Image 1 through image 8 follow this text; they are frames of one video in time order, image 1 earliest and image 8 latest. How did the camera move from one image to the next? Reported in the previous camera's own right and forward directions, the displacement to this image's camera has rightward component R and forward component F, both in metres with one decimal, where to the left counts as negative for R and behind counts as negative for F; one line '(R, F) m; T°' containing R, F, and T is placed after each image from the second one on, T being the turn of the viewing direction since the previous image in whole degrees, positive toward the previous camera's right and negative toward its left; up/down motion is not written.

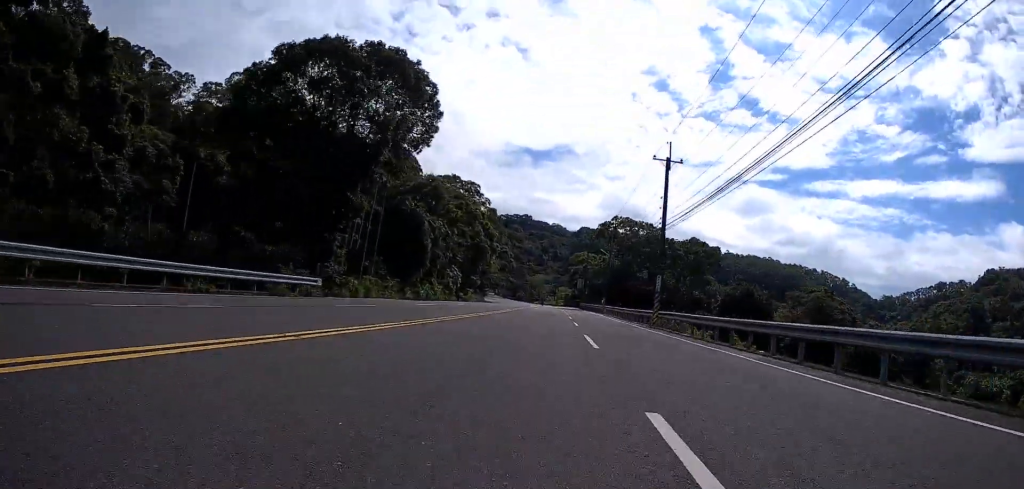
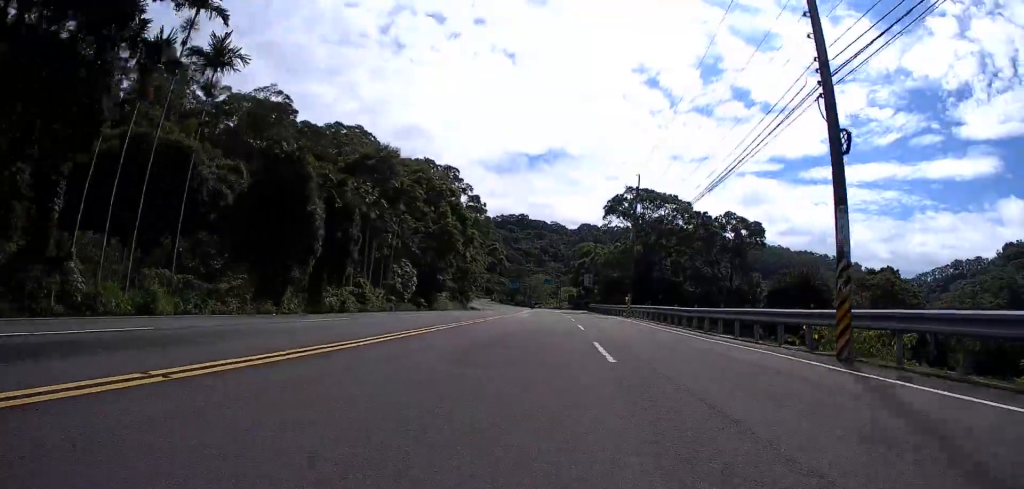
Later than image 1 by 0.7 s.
(-0.1, +21.2) m; -1°
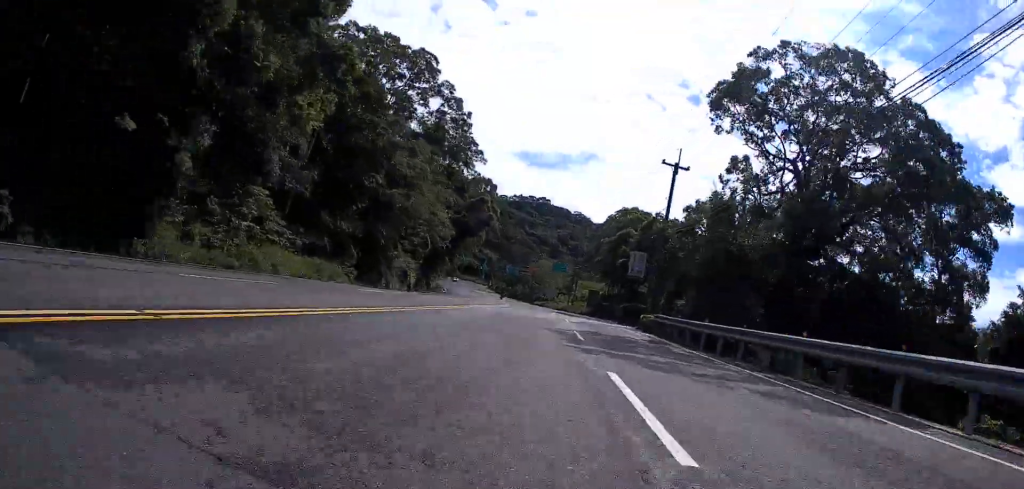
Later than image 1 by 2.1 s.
(-1.1, +38.8) m; -4°
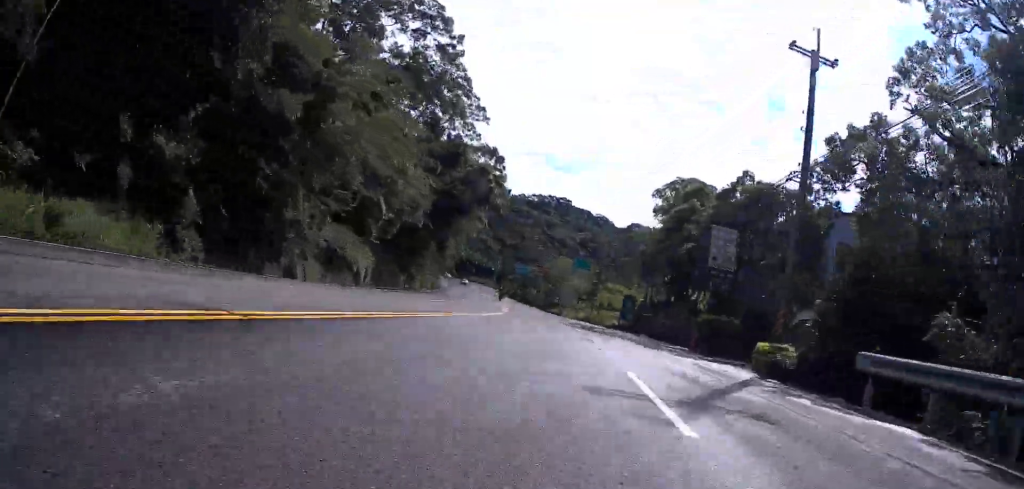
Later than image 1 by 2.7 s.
(-0.3, +16.6) m; -2°
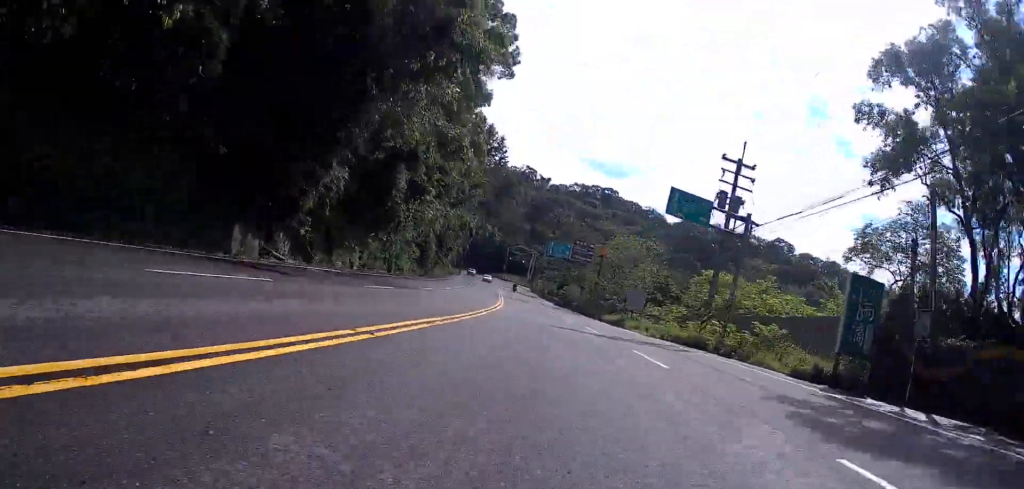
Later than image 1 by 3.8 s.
(-0.8, +33.1) m; -2°
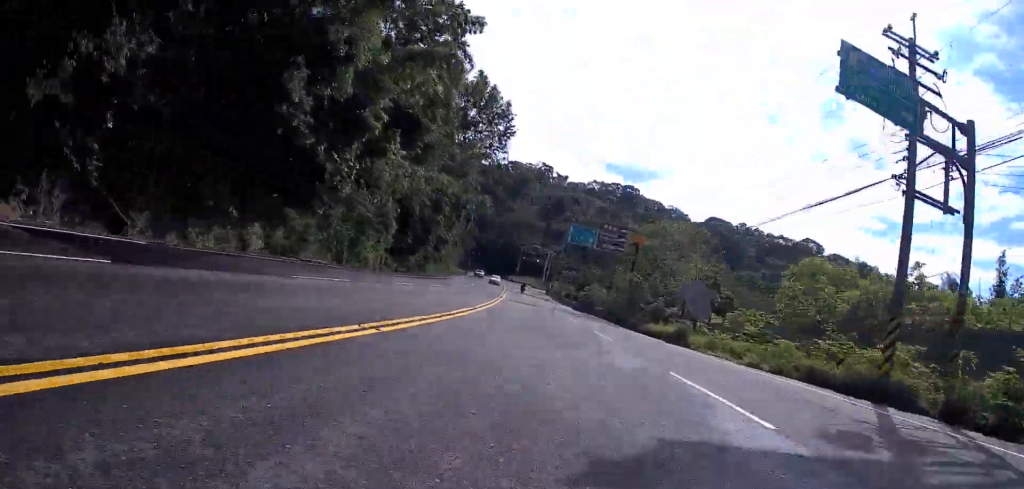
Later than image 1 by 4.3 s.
(+0.1, +16.4) m; -1°
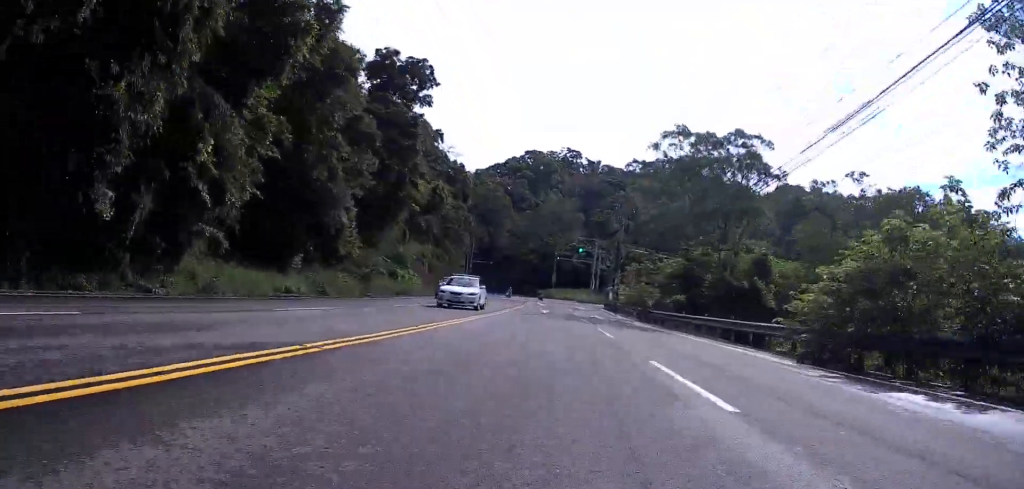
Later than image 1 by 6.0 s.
(-2.1, +54.0) m; -4°
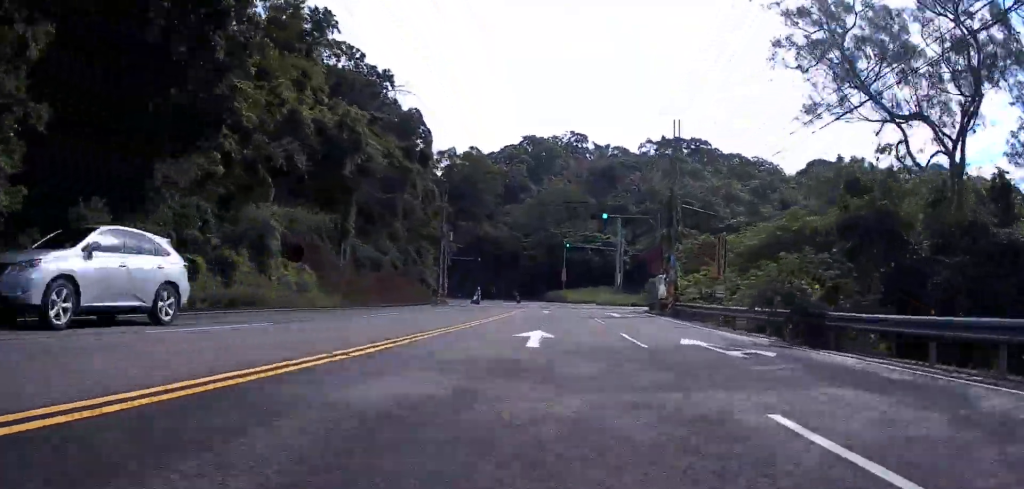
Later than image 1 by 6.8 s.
(-0.3, +25.0) m; -1°
